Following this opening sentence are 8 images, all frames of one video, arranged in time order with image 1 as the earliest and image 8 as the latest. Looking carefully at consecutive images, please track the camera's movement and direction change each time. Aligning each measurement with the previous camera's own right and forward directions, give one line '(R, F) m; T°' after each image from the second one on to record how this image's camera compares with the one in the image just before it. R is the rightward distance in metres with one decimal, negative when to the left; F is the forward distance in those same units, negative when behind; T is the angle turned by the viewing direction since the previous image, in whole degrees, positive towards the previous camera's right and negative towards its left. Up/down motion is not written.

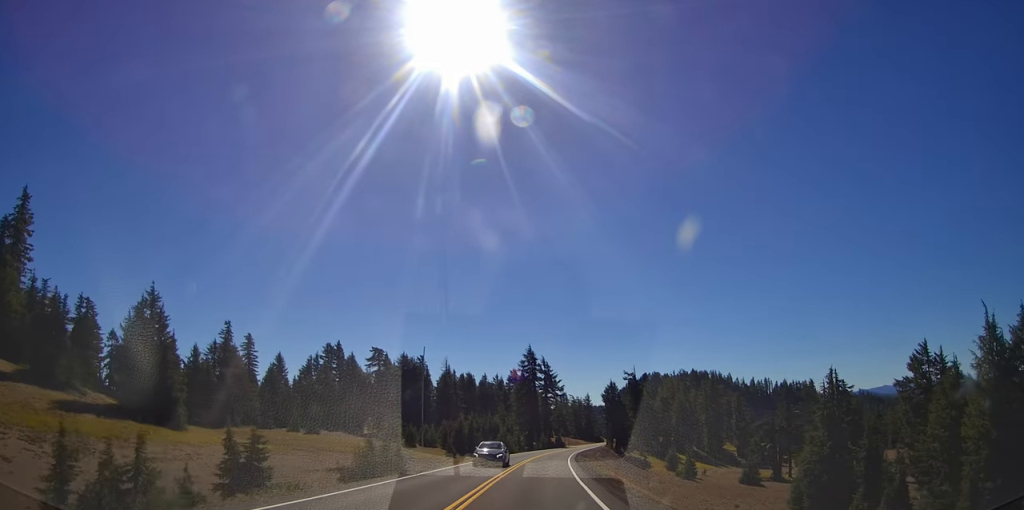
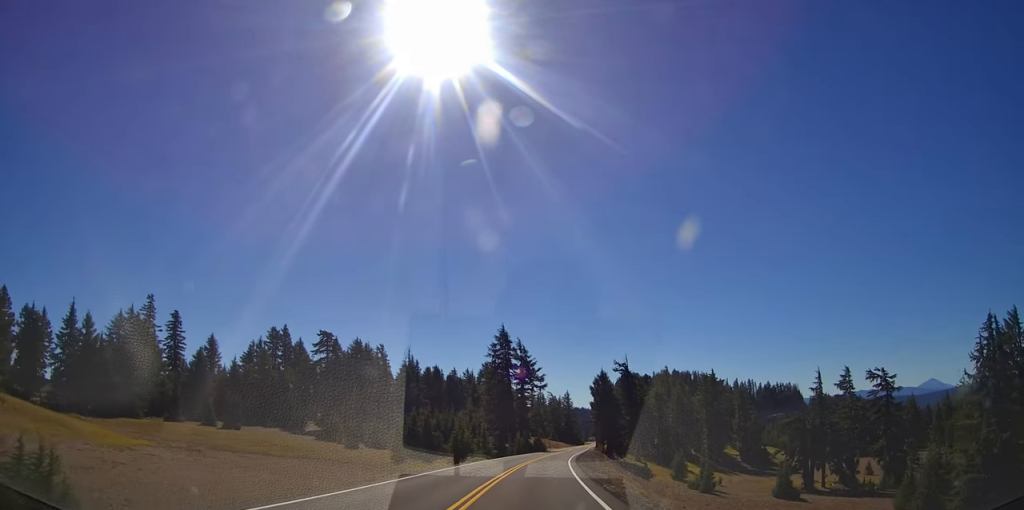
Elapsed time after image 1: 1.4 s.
(+0.4, +25.8) m; +4°
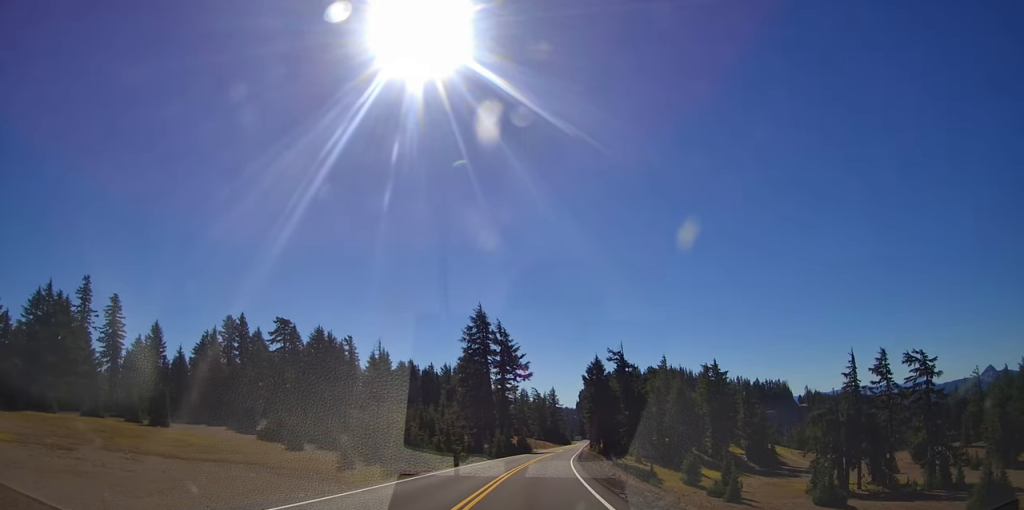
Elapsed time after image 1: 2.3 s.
(+0.7, +17.3) m; +3°
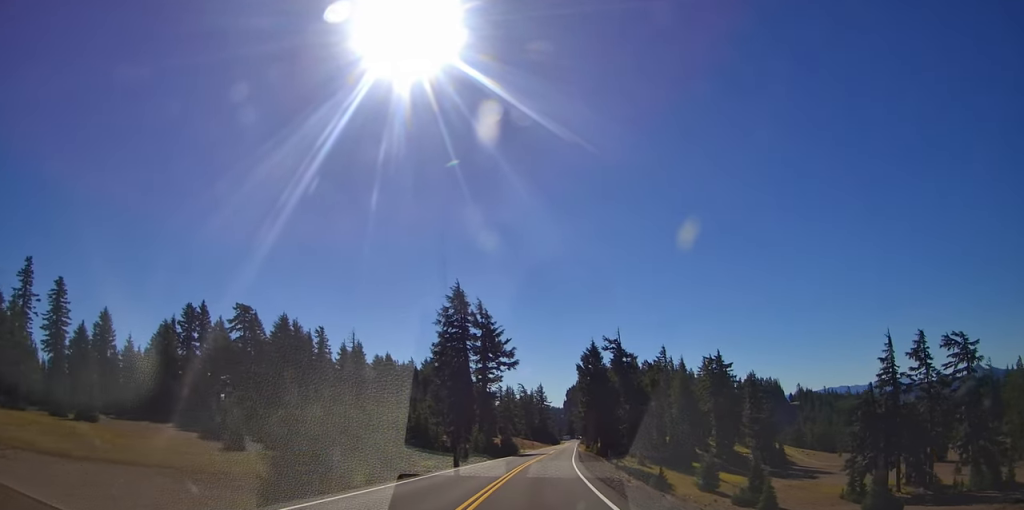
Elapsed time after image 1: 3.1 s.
(0.0, +13.5) m; 0°
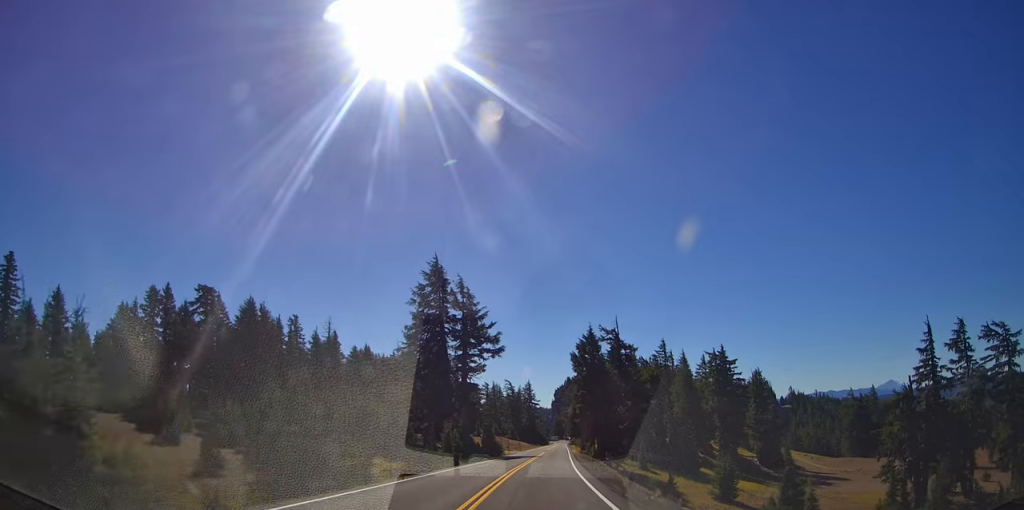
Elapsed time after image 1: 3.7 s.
(0.0, +11.1) m; +1°
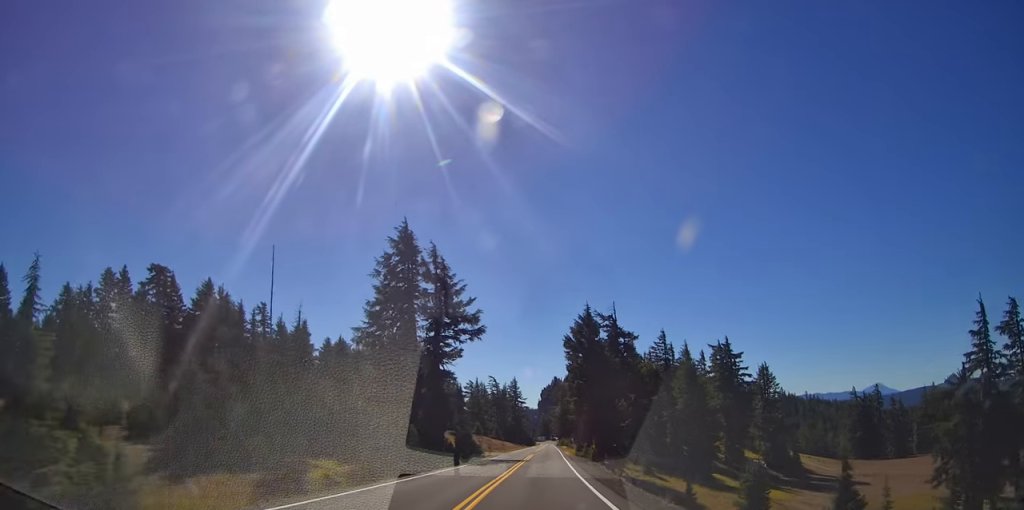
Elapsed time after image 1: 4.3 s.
(-0.1, +11.8) m; +2°
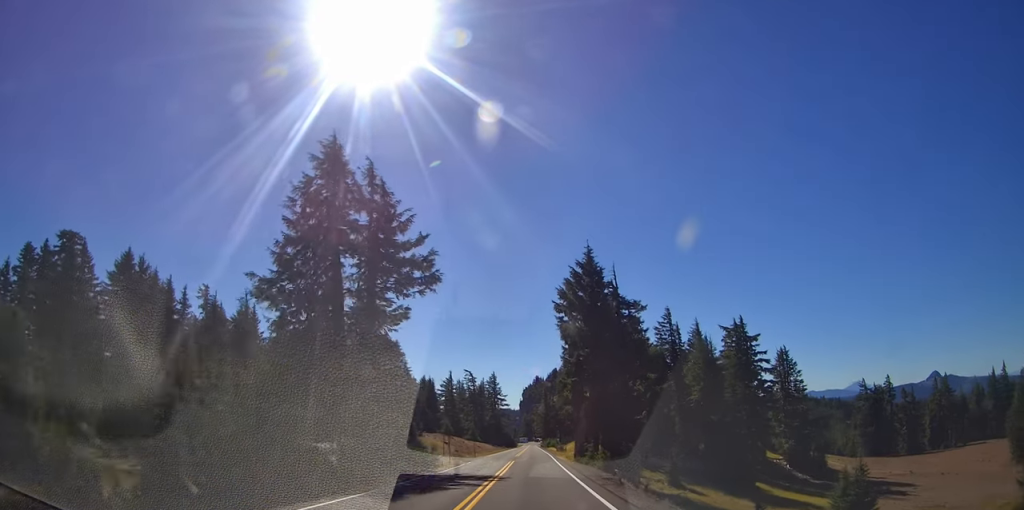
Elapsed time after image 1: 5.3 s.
(+0.8, +18.8) m; +1°
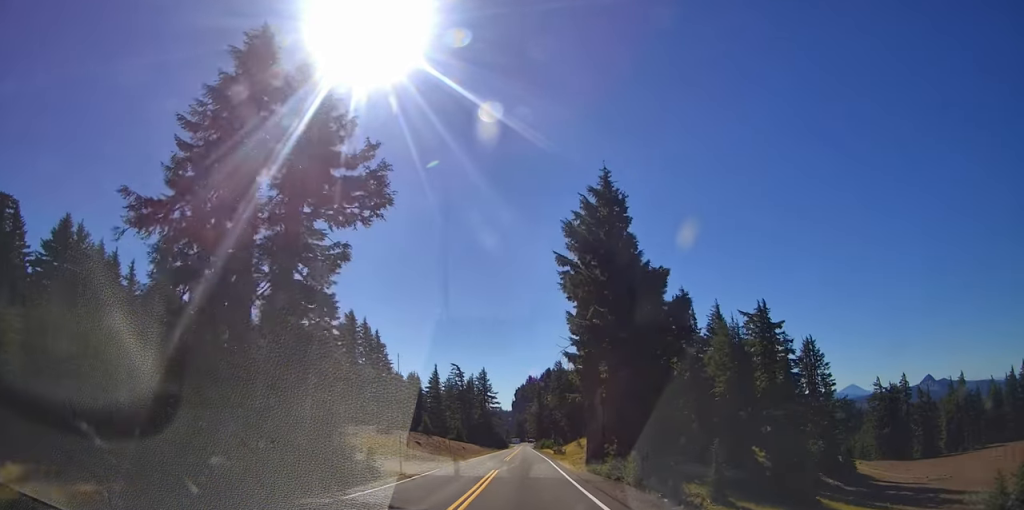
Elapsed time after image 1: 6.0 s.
(-0.2, +13.5) m; 0°
